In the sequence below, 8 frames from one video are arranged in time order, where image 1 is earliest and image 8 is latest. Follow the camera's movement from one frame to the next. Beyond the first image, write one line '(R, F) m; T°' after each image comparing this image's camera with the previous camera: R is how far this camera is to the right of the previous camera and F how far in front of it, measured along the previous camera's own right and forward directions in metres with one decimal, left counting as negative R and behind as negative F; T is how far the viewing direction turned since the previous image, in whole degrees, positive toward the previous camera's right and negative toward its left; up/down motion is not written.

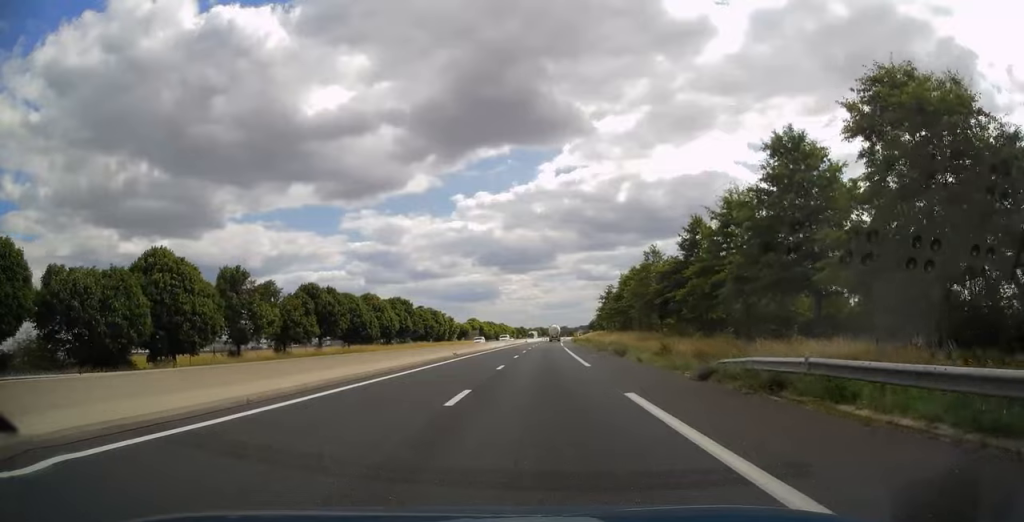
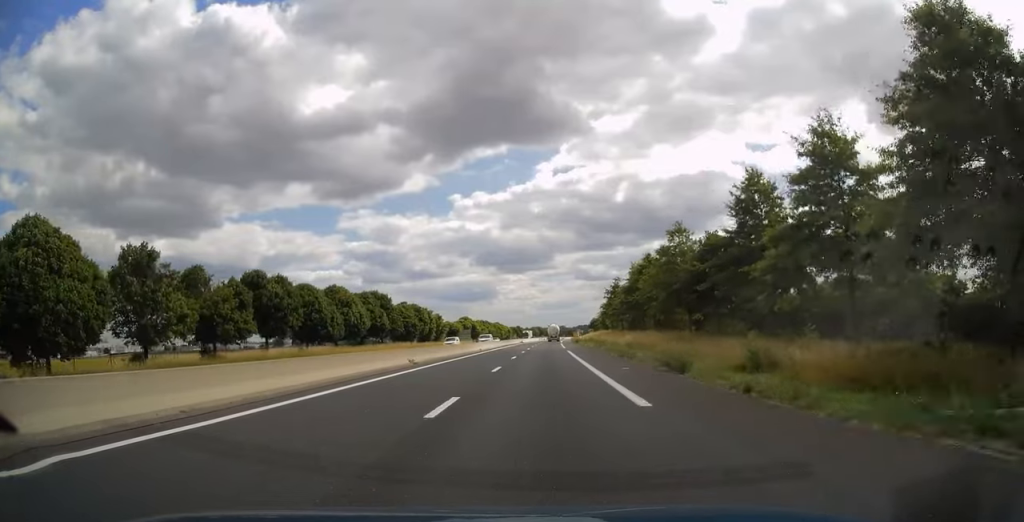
(+0.1, +14.2) m; 0°
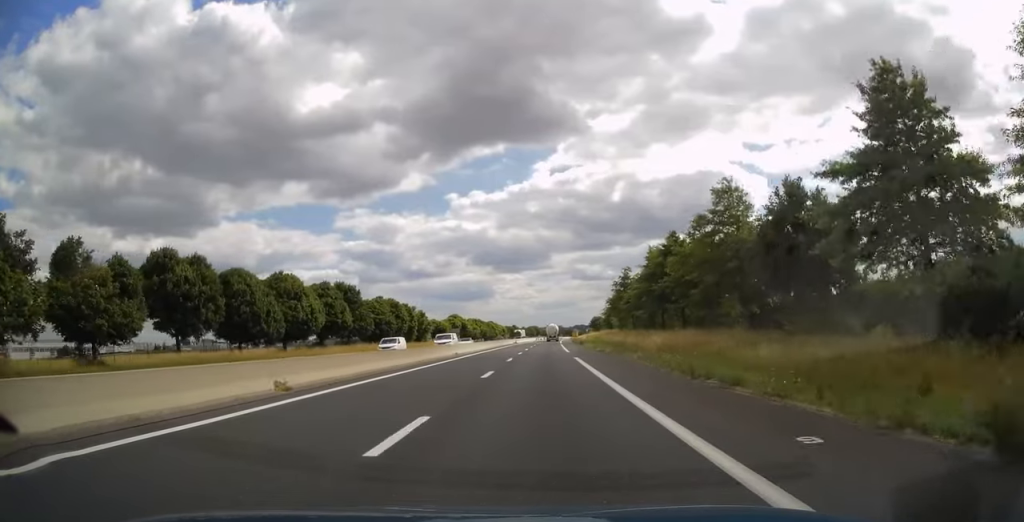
(+0.1, +15.7) m; 0°
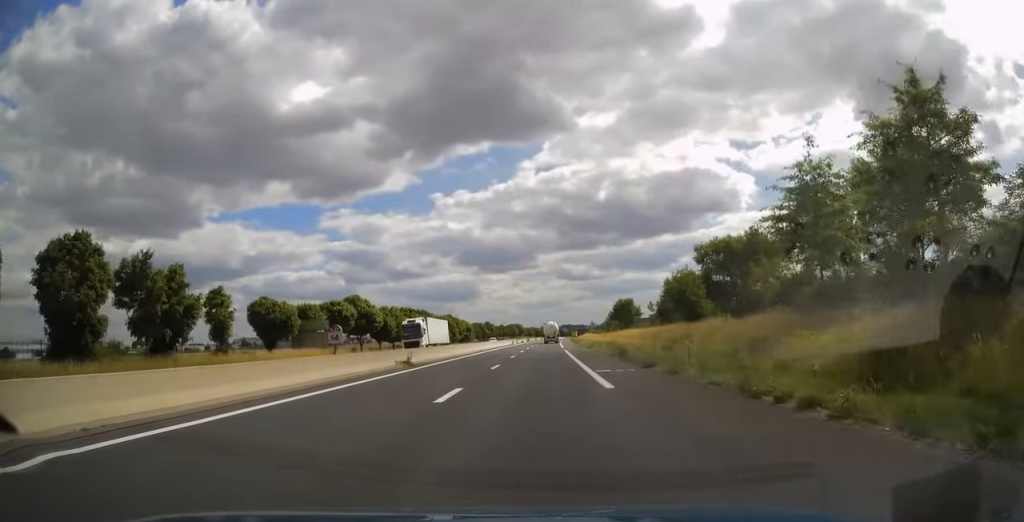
(+0.3, +82.3) m; +1°
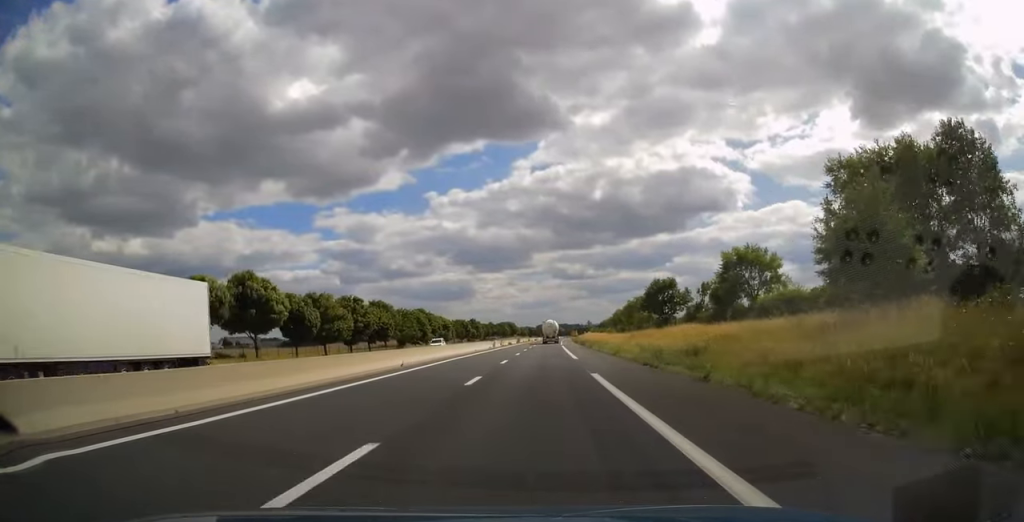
(0.0, +33.0) m; 0°
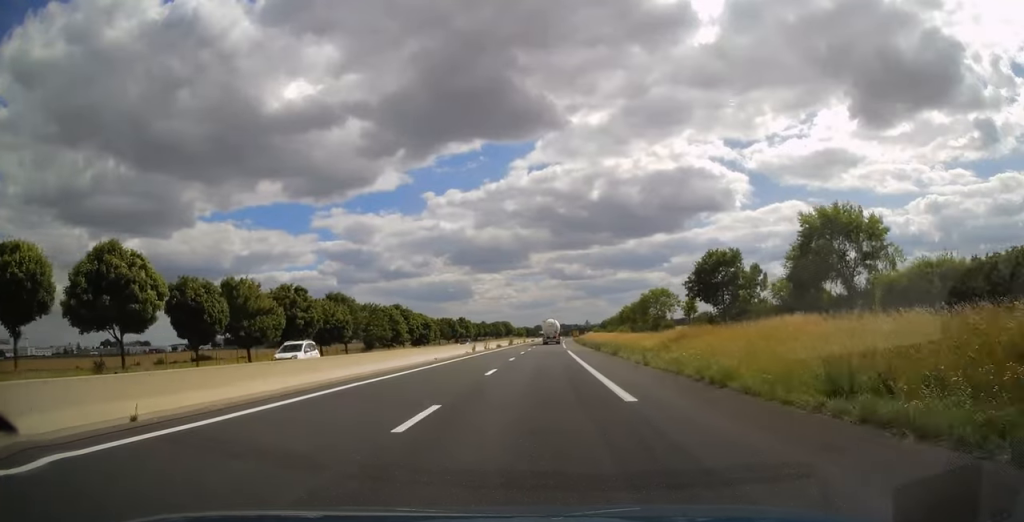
(+0.1, +20.7) m; 0°
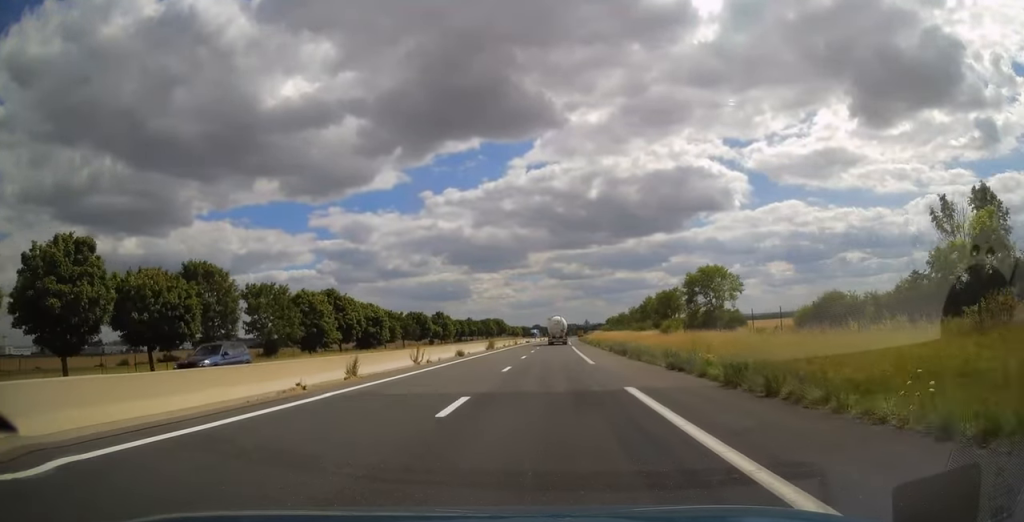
(-0.1, +36.0) m; 0°
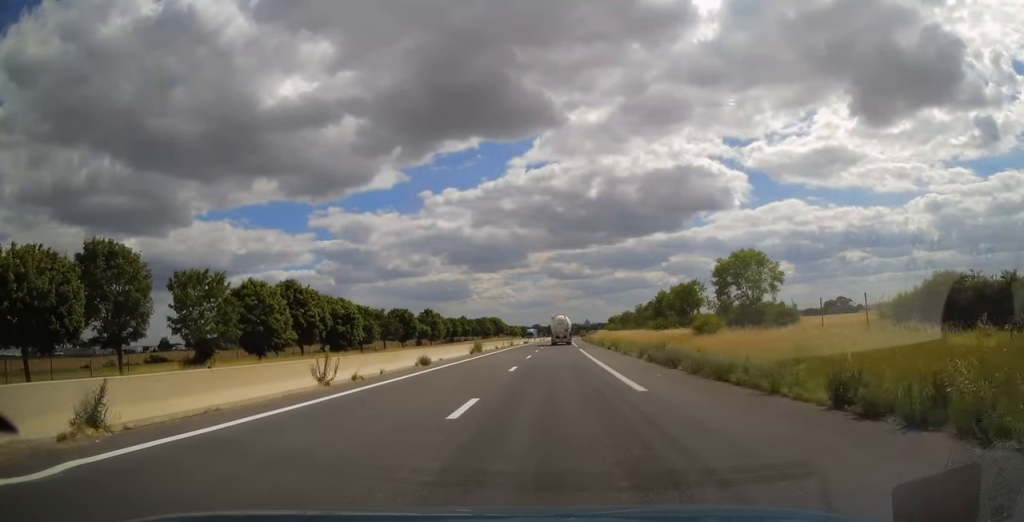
(0.0, +13.3) m; 0°
